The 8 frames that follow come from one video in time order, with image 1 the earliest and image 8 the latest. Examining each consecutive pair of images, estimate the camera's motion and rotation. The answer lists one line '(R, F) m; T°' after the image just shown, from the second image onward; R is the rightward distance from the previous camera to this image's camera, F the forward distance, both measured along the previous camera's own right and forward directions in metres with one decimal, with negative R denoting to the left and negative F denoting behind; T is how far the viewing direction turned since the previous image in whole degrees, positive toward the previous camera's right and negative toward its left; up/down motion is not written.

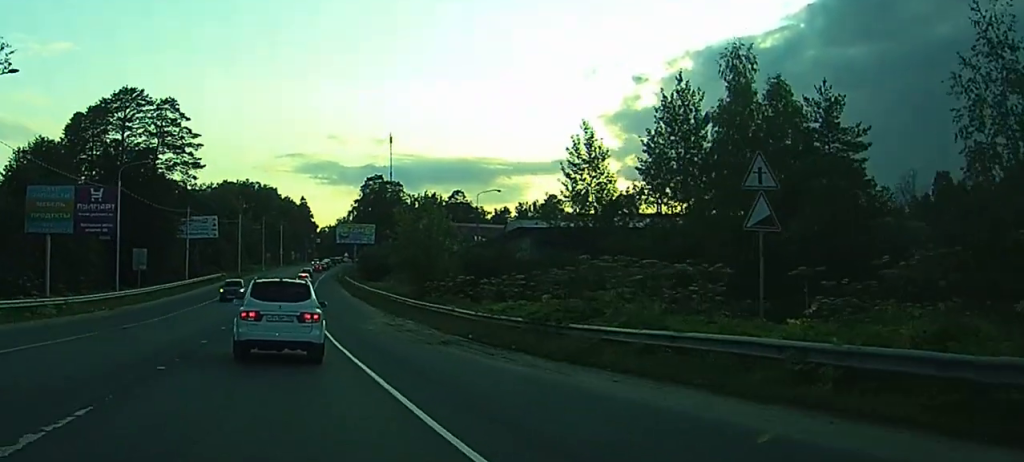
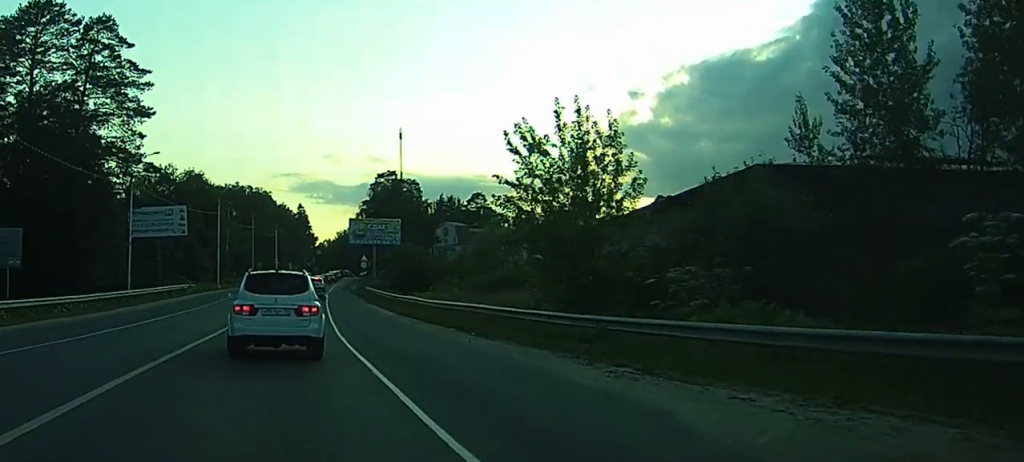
(-0.9, +35.8) m; -6°
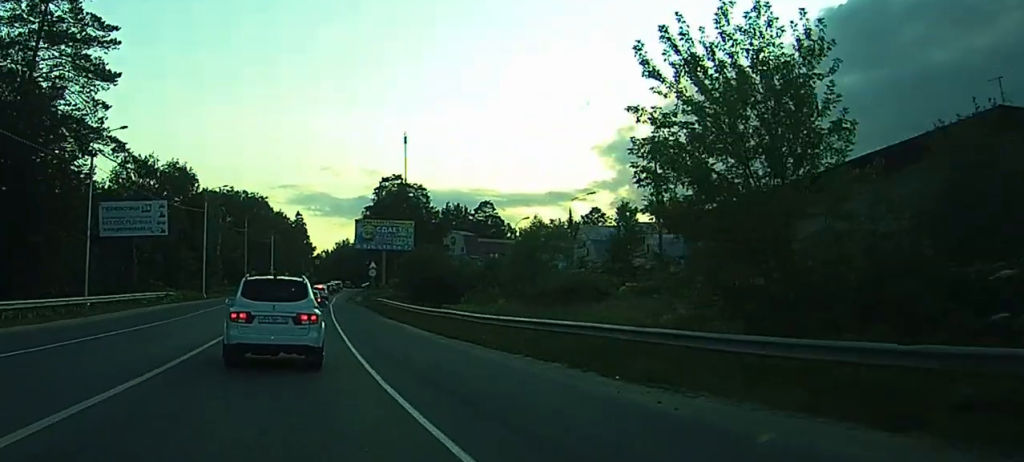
(-0.3, +13.2) m; 0°
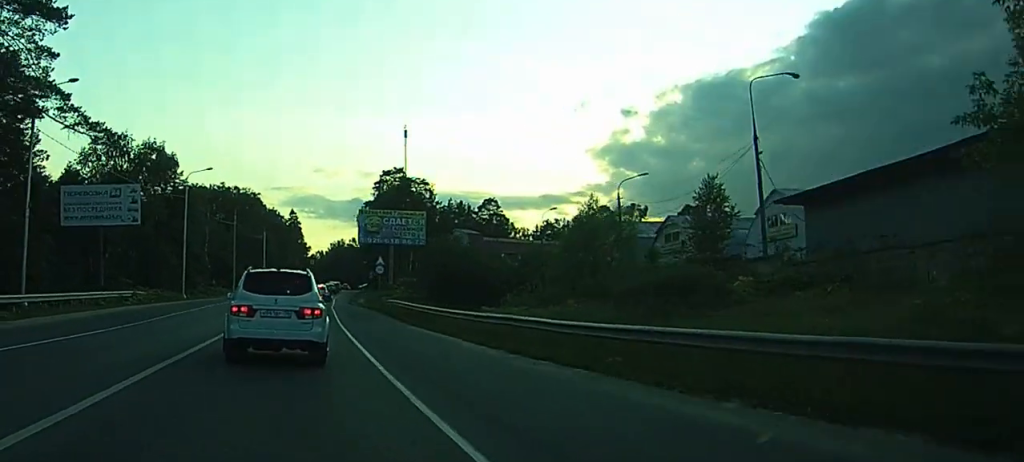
(+0.2, +11.8) m; +1°
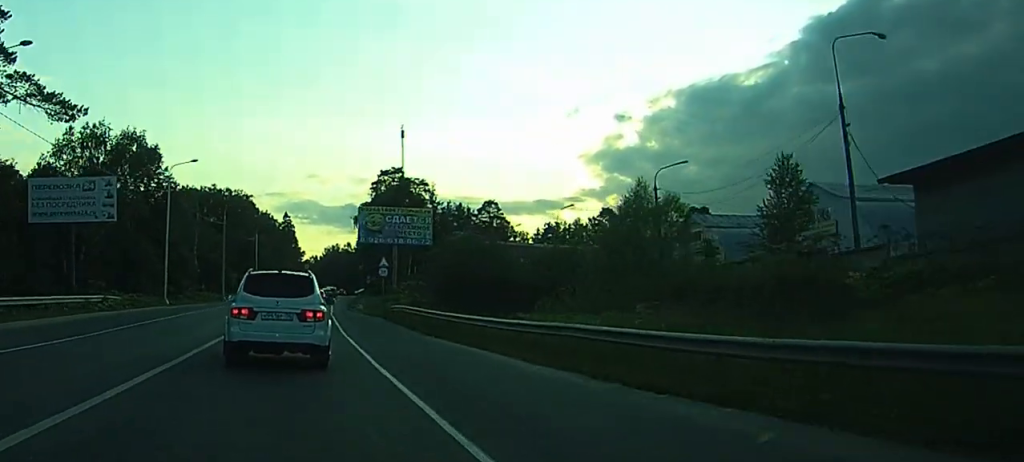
(+0.1, +7.2) m; 0°
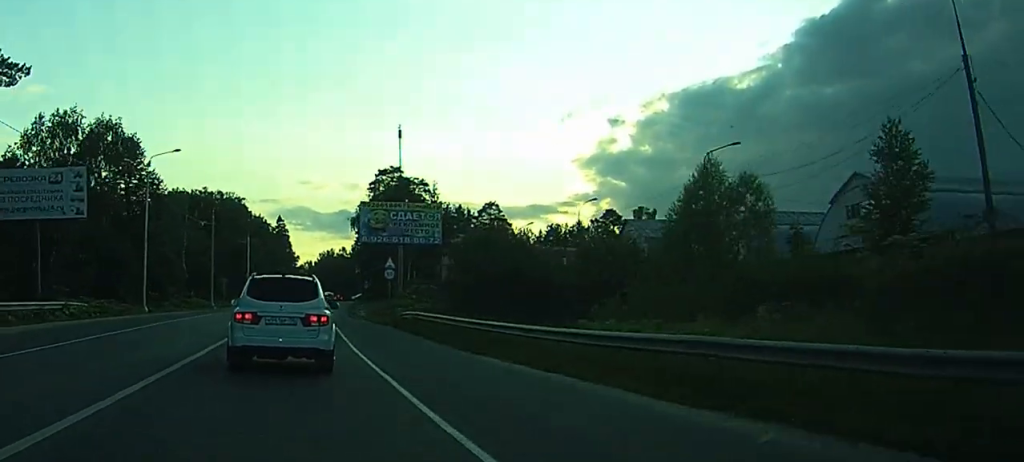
(0.0, +7.4) m; -1°
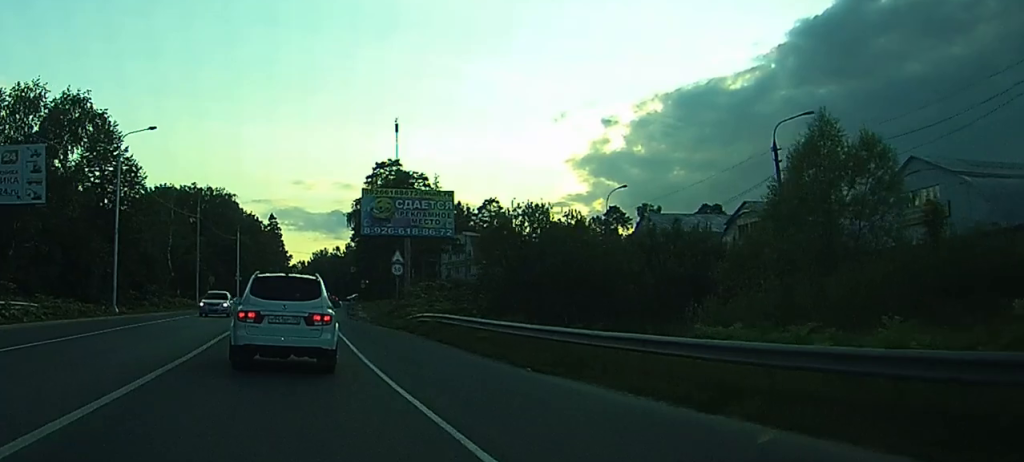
(-0.1, +7.9) m; 0°
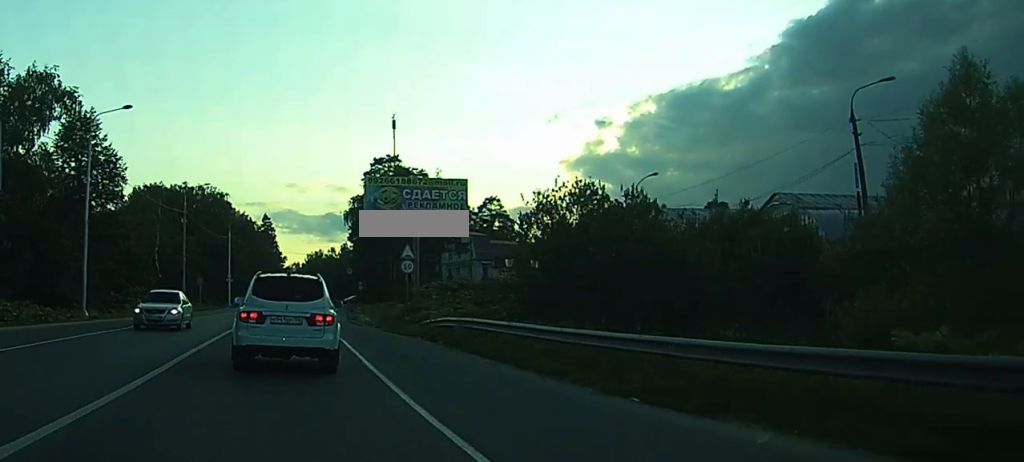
(-0.1, +6.6) m; 0°
